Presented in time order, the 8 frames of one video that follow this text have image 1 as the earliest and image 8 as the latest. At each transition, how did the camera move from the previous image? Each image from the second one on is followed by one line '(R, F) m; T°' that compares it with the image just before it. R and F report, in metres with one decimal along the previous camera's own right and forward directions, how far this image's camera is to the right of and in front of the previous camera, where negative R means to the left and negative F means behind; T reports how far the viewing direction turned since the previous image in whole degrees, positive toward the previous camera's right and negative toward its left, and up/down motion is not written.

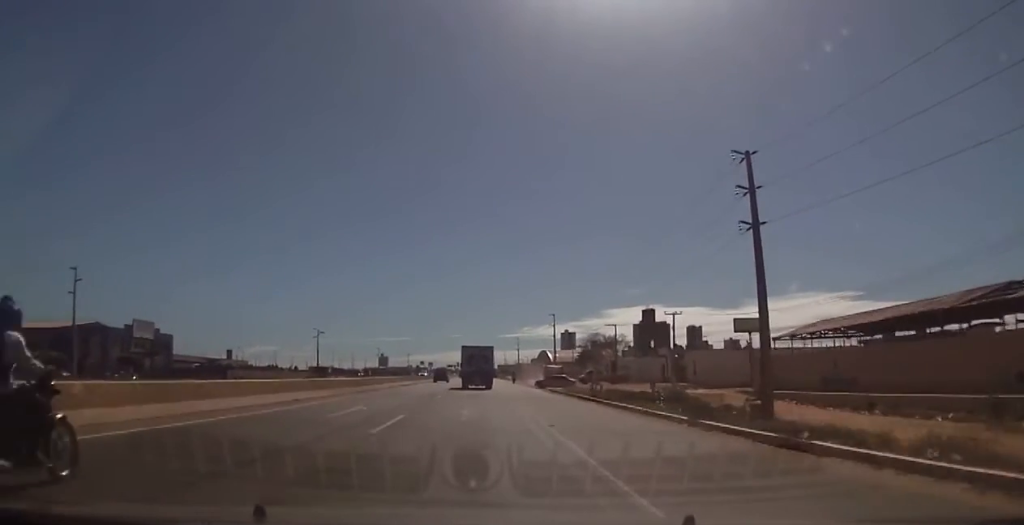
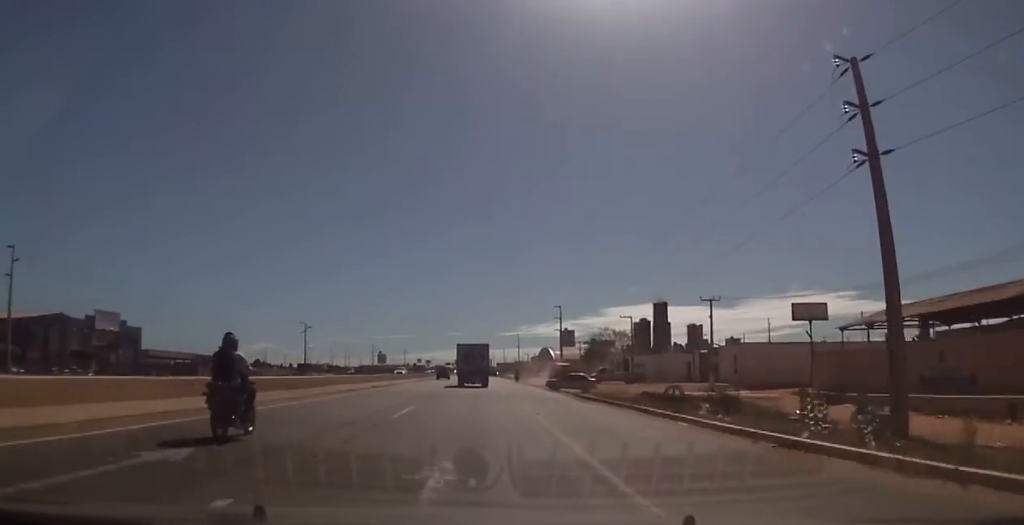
(-0.3, +13.1) m; -1°
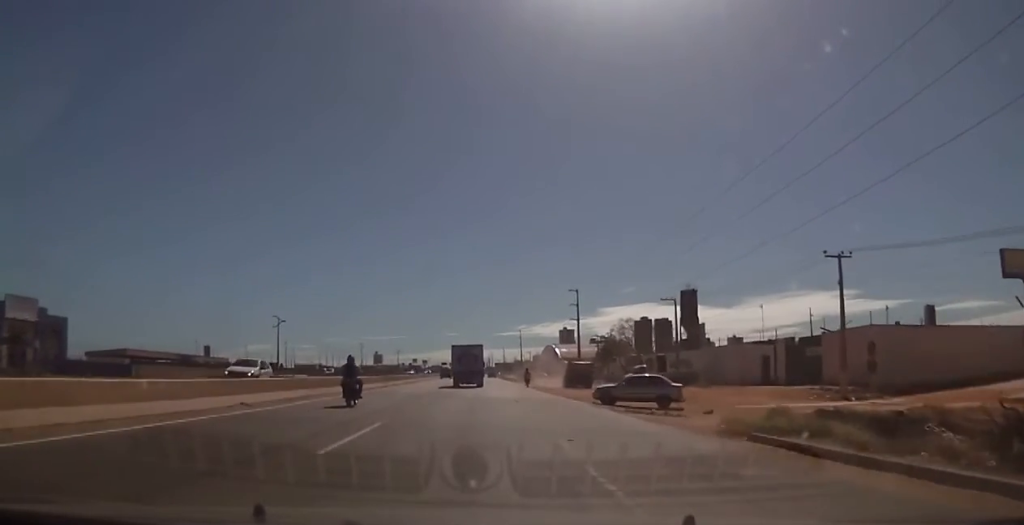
(-0.1, +24.5) m; +1°
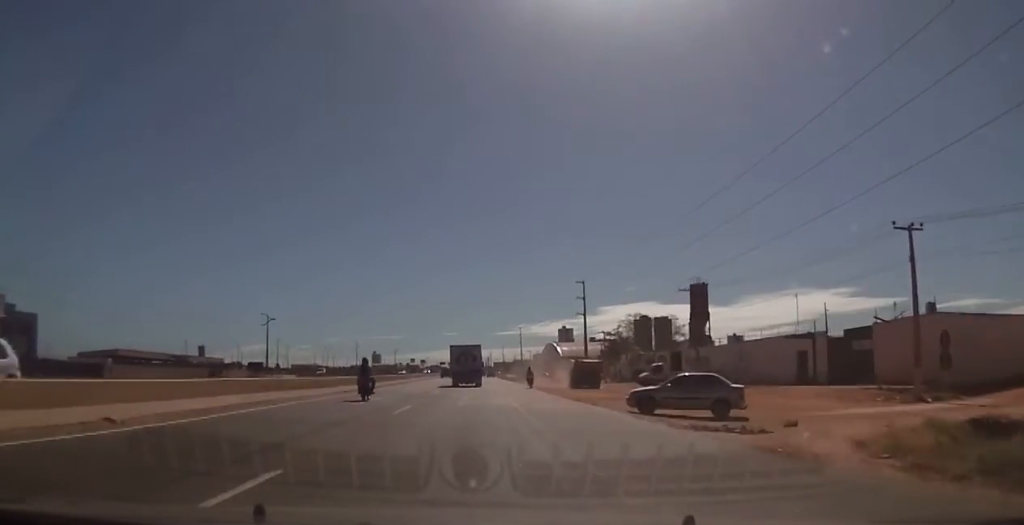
(0.0, +7.8) m; +1°
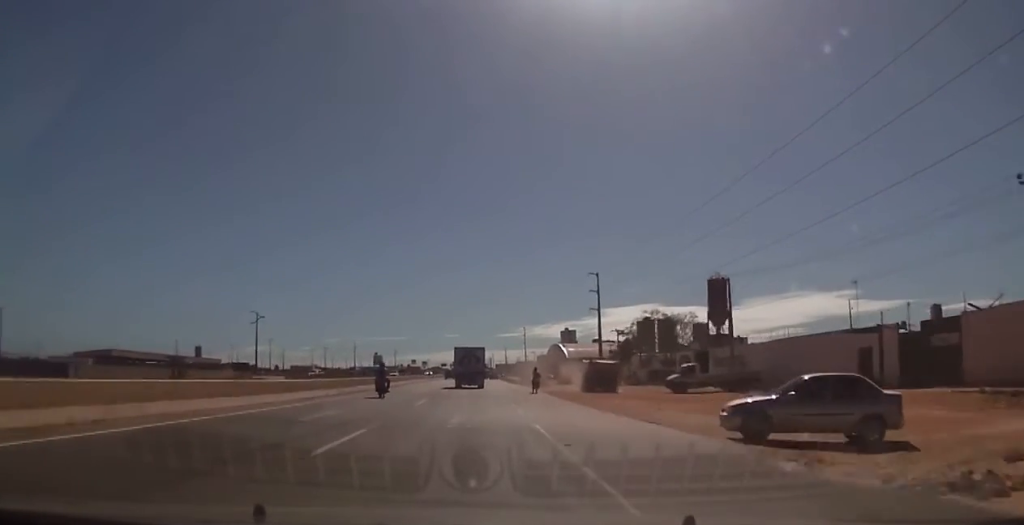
(+0.2, +9.4) m; 0°
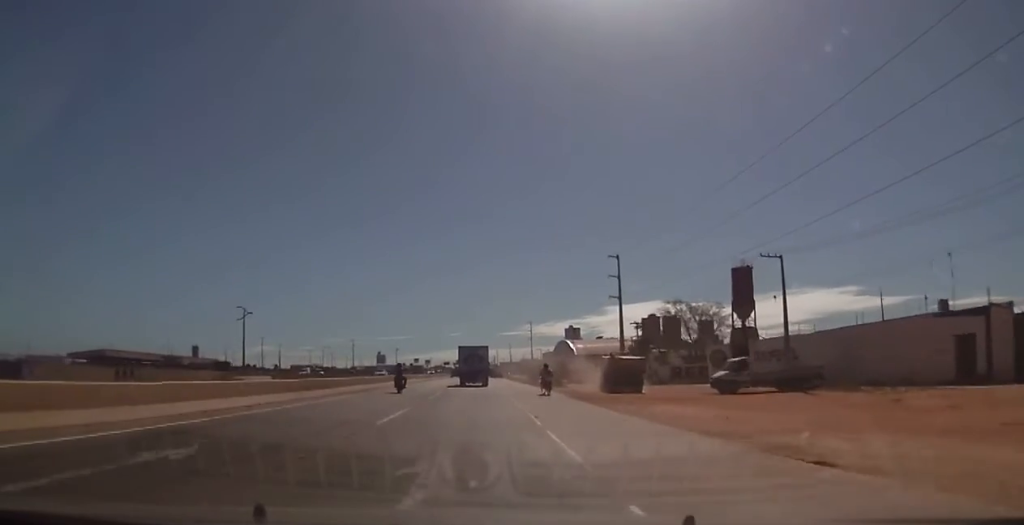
(-0.2, +10.6) m; -1°
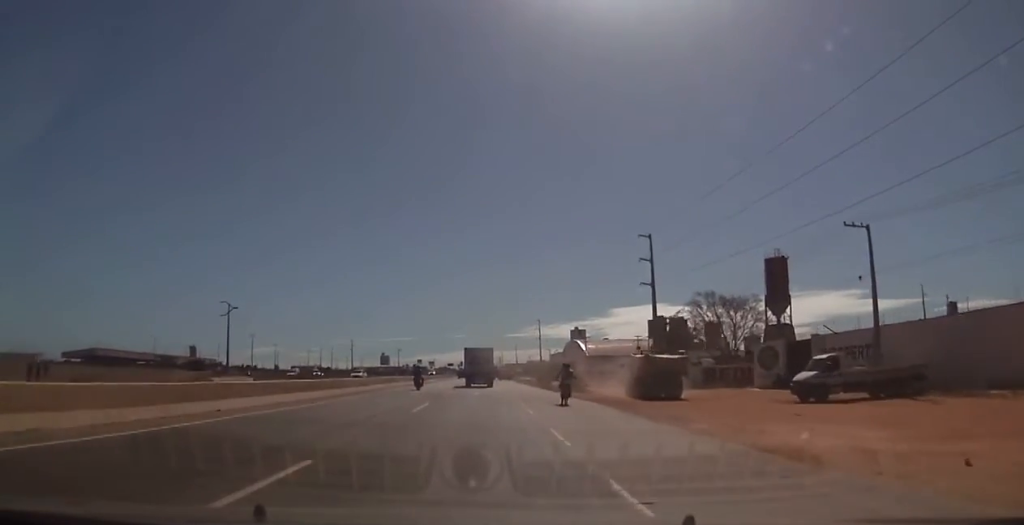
(-0.1, +11.7) m; 0°
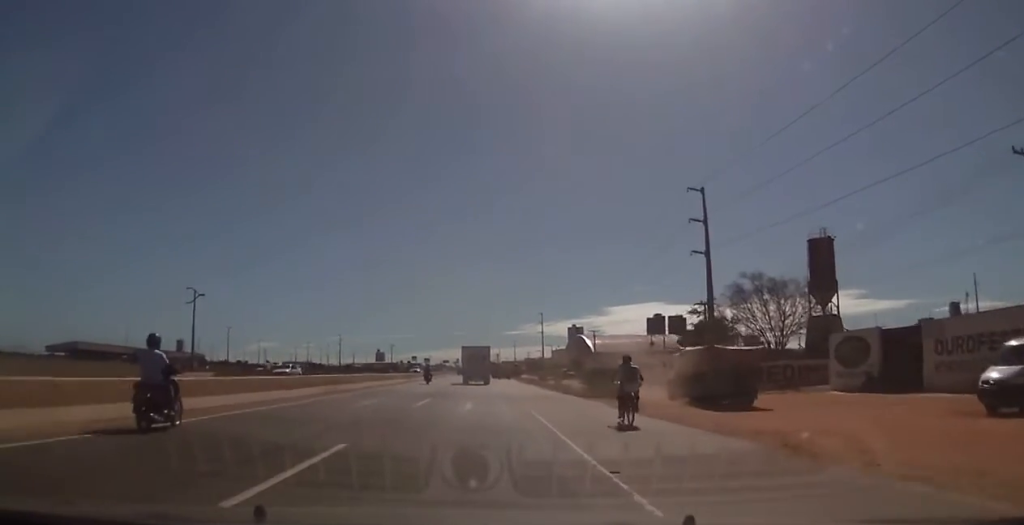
(+0.3, +15.1) m; +1°
